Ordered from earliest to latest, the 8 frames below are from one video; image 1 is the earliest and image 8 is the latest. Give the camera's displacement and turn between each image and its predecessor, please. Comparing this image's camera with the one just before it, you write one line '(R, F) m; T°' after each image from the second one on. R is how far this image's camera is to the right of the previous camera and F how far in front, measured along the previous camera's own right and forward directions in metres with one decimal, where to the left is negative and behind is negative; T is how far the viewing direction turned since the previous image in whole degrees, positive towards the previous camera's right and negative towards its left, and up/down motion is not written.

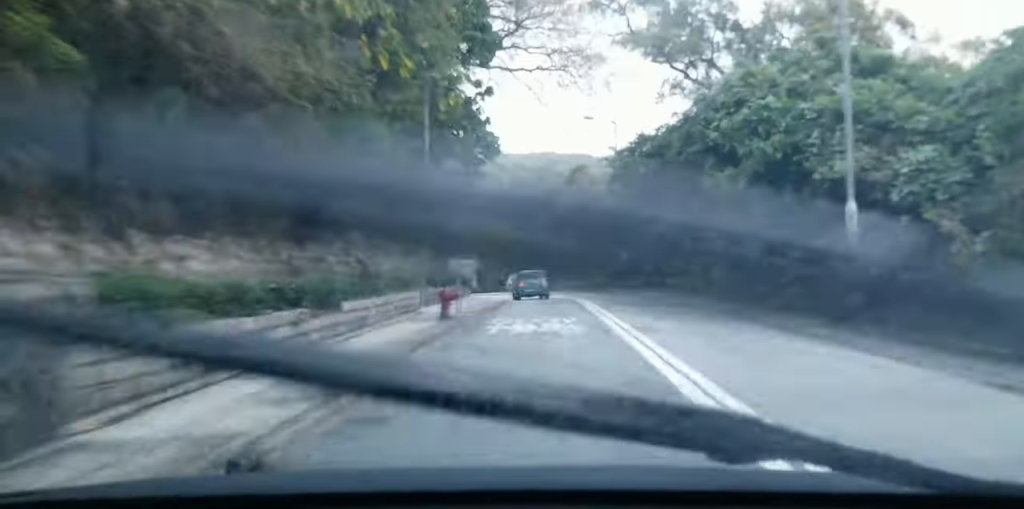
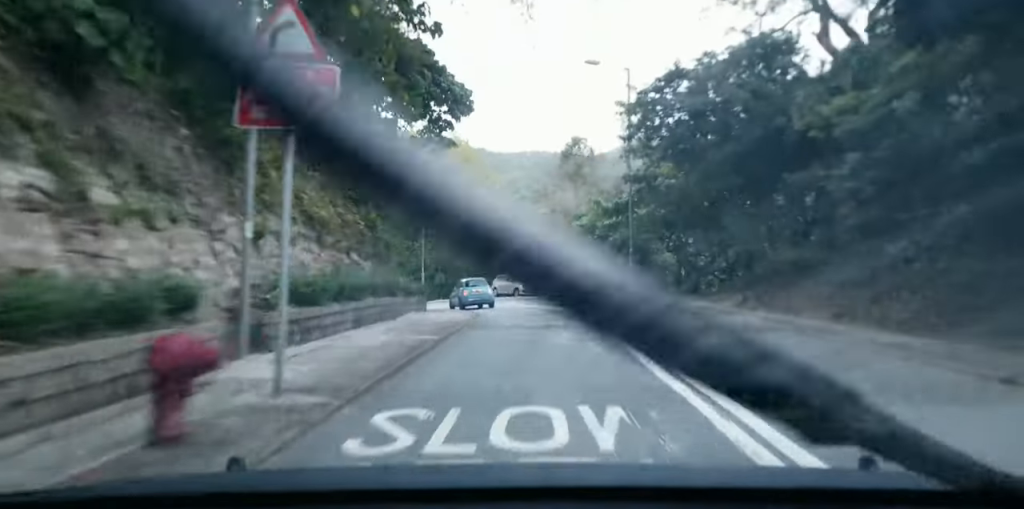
(+0.5, +12.5) m; +4°
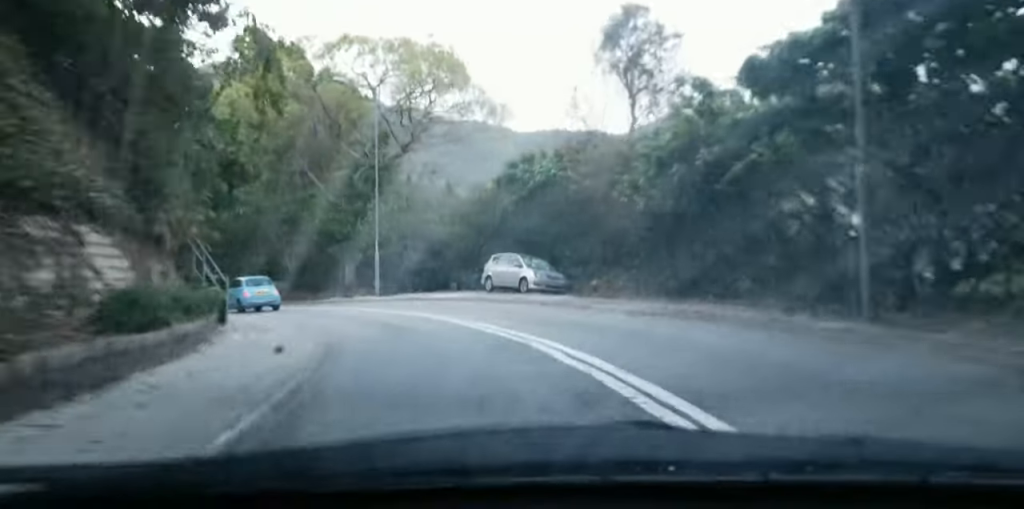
(+0.6, +24.5) m; 0°
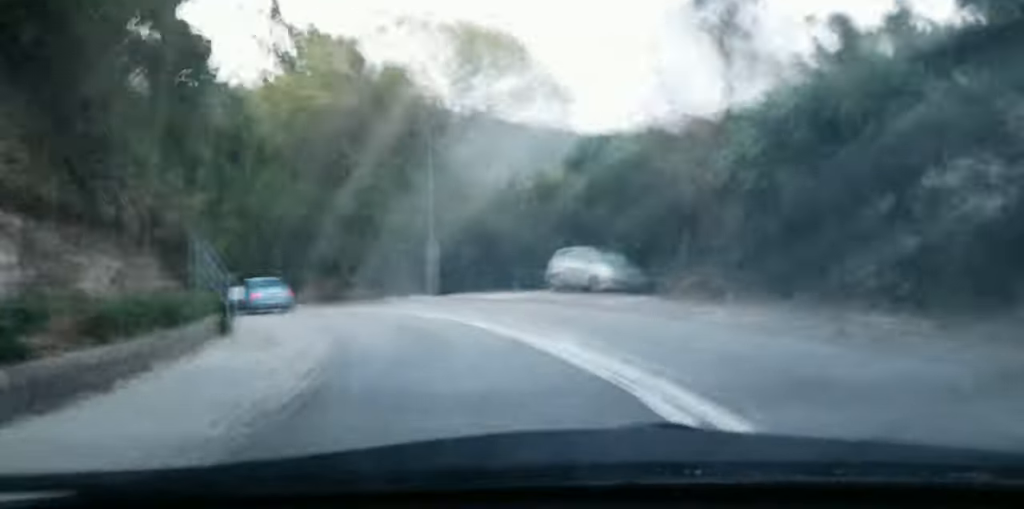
(+0.1, +5.2) m; -1°
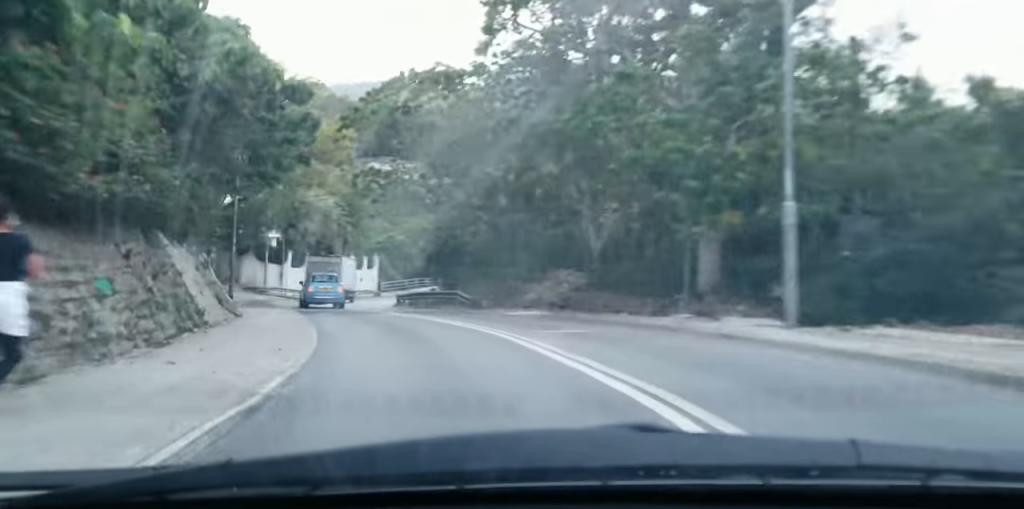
(-1.4, +21.7) m; -16°
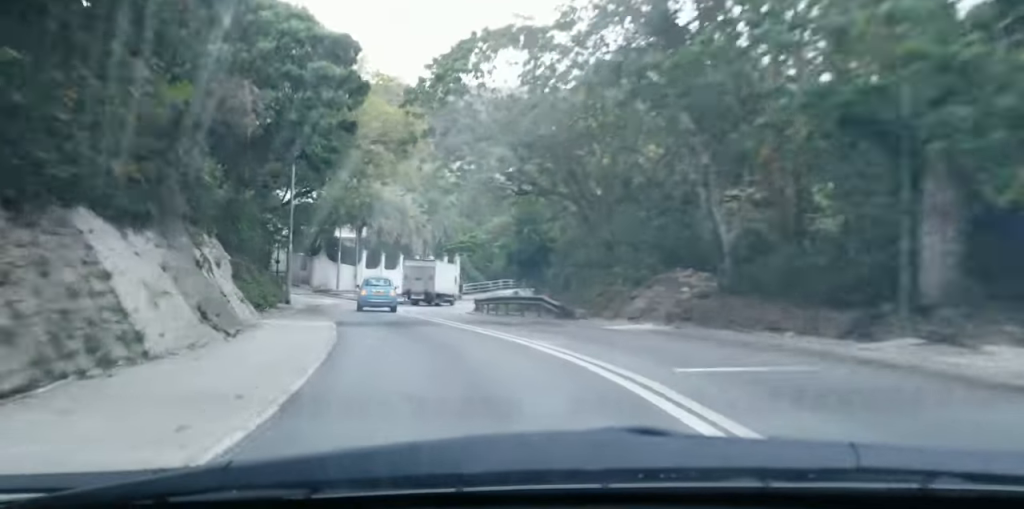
(-0.4, +6.1) m; -8°
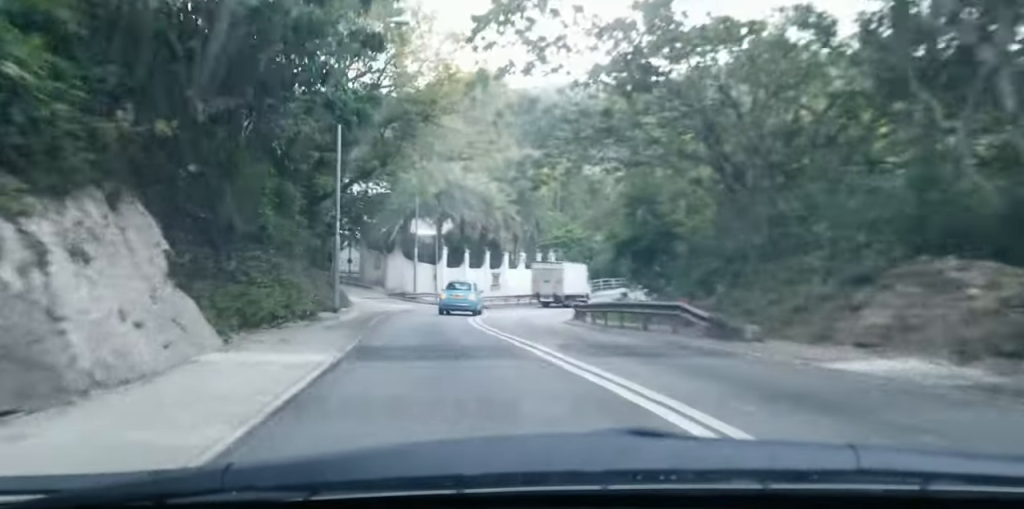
(-1.7, +8.9) m; -11°
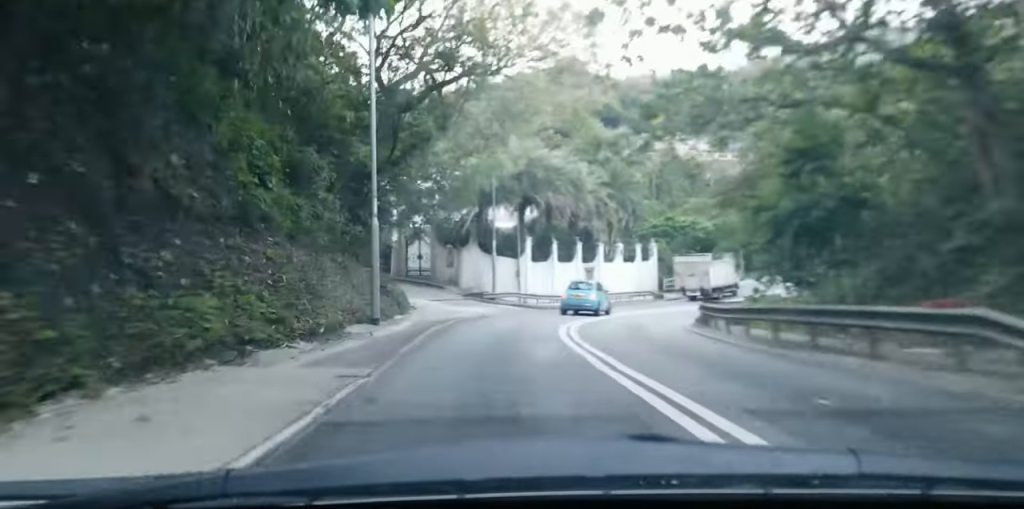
(0.0, +7.5) m; 0°
